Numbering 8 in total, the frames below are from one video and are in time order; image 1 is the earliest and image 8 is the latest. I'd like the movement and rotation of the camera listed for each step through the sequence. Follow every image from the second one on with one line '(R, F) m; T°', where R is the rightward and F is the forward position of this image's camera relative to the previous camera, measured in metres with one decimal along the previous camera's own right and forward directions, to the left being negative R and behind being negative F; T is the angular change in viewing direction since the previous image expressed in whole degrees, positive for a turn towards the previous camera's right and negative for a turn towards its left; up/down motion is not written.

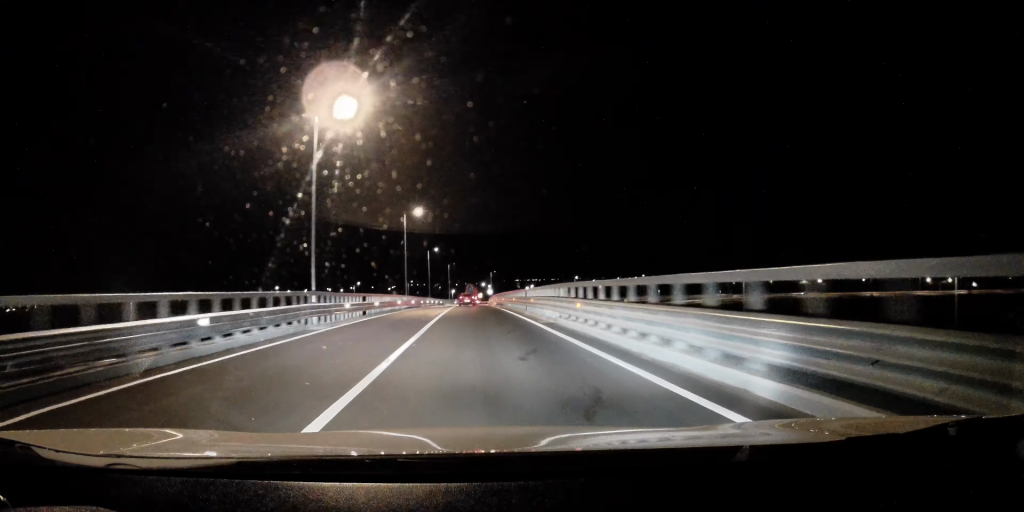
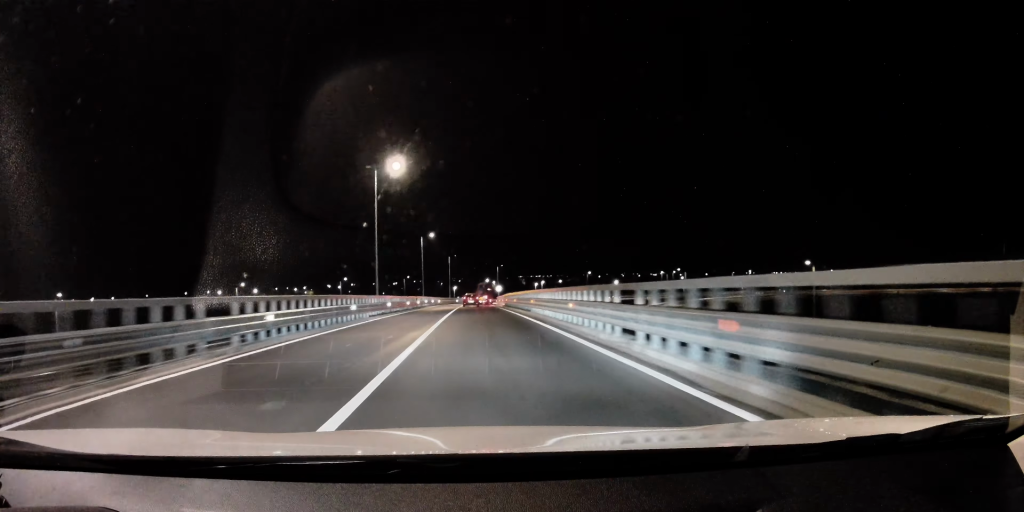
(-0.3, +20.5) m; 0°
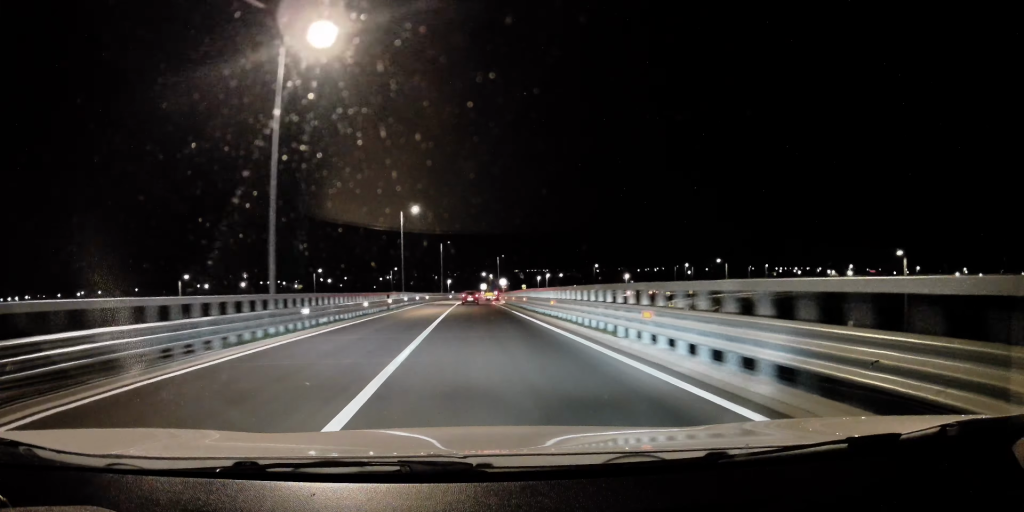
(+0.2, +20.0) m; -1°
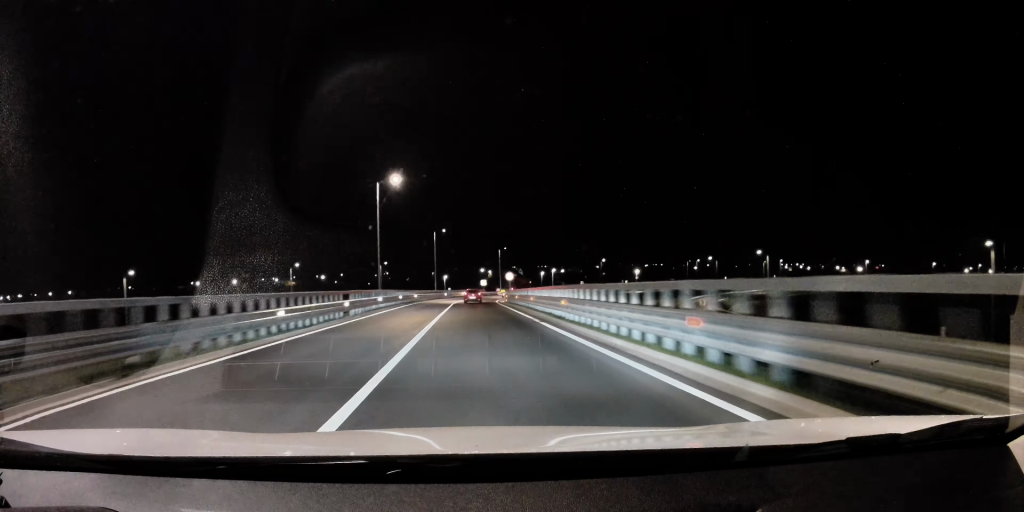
(-0.4, +14.4) m; +1°
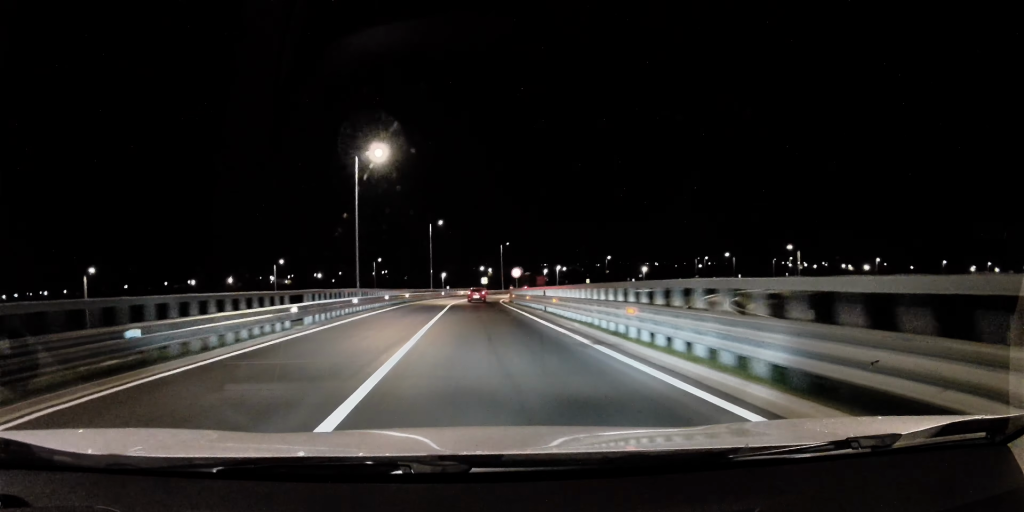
(-0.1, +8.4) m; +1°
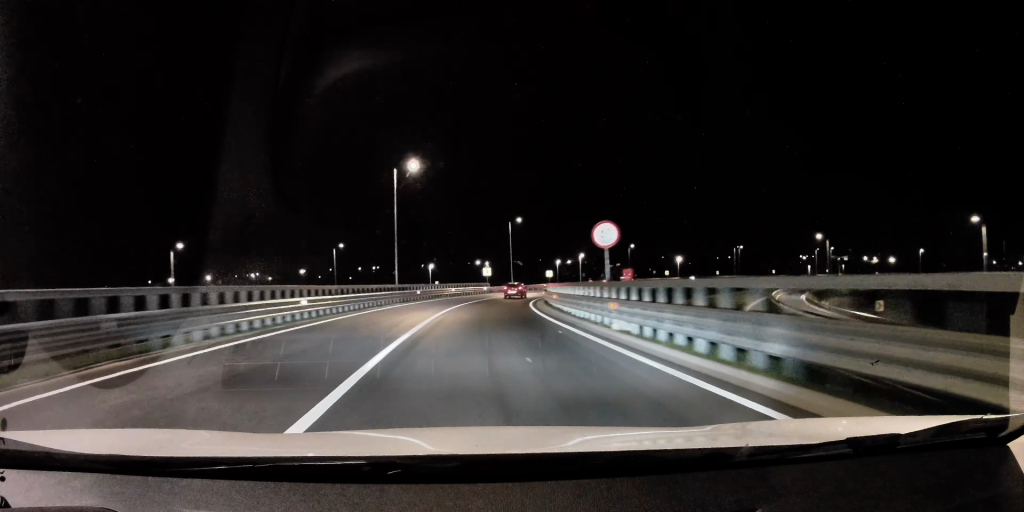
(+1.0, +33.4) m; +1°
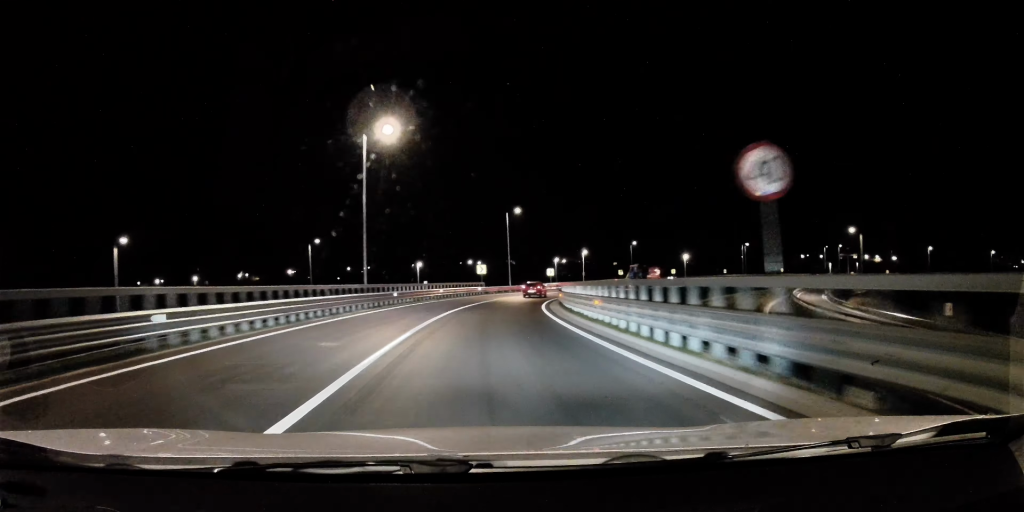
(+0.2, +9.9) m; -1°
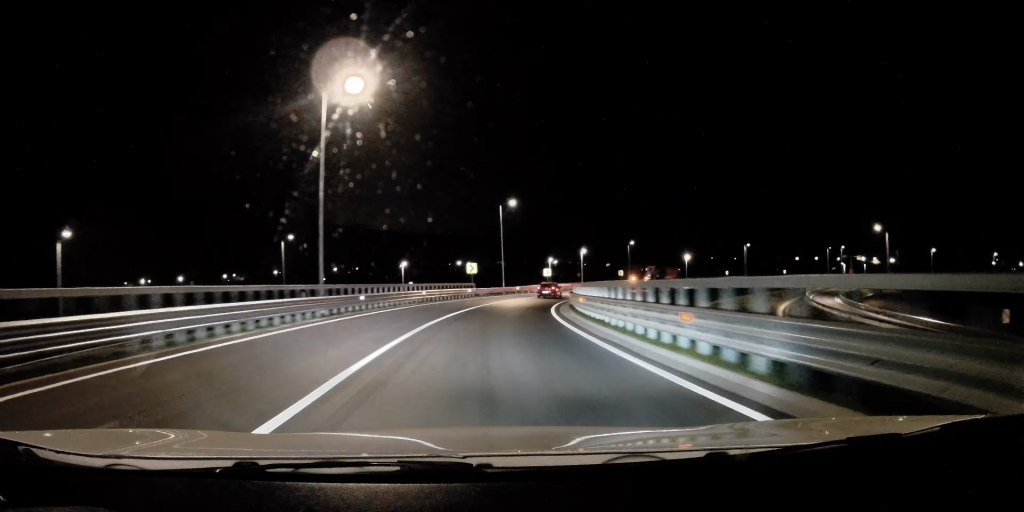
(+0.1, +7.6) m; 0°
